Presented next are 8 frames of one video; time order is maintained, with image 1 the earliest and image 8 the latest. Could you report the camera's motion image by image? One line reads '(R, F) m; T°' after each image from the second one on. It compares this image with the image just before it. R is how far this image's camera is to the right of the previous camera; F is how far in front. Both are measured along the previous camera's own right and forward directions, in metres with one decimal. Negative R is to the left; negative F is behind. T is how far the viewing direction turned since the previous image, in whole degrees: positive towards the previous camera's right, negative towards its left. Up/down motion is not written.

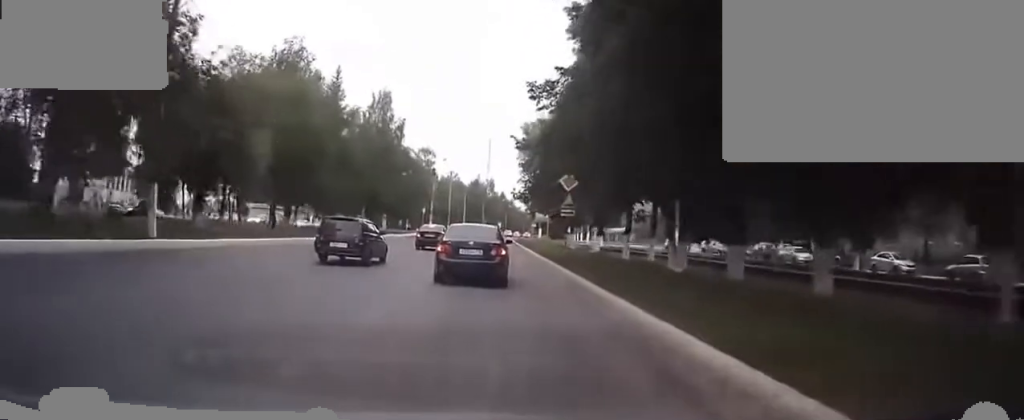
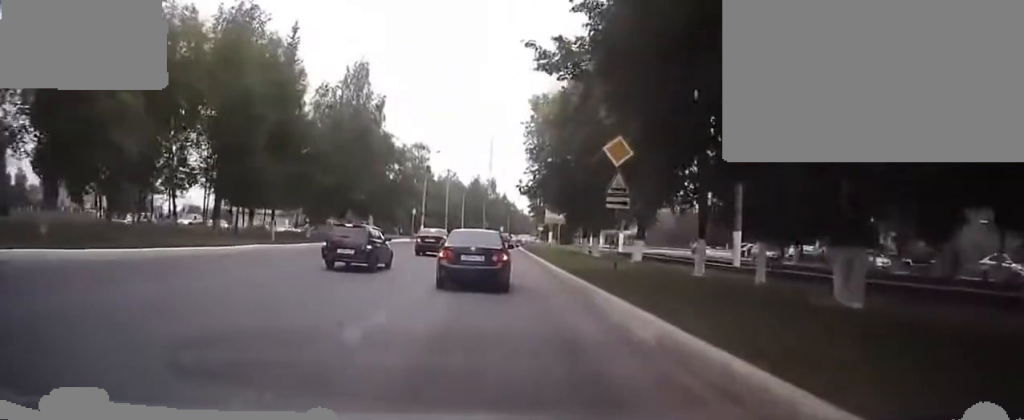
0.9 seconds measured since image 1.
(0.0, +12.1) m; 0°
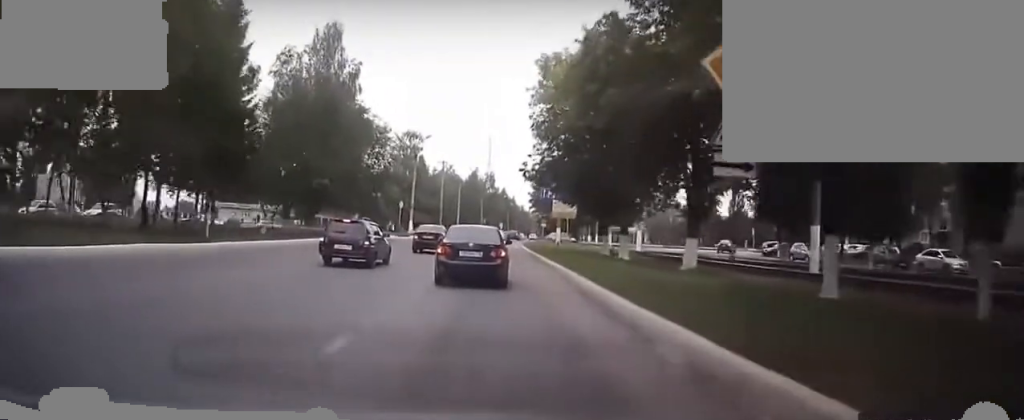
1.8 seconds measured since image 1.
(0.0, +9.9) m; 0°
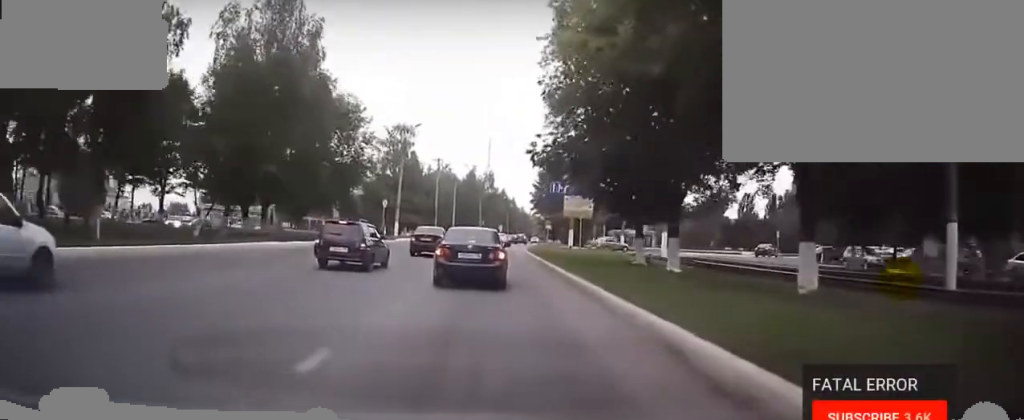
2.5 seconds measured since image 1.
(0.0, +8.7) m; 0°
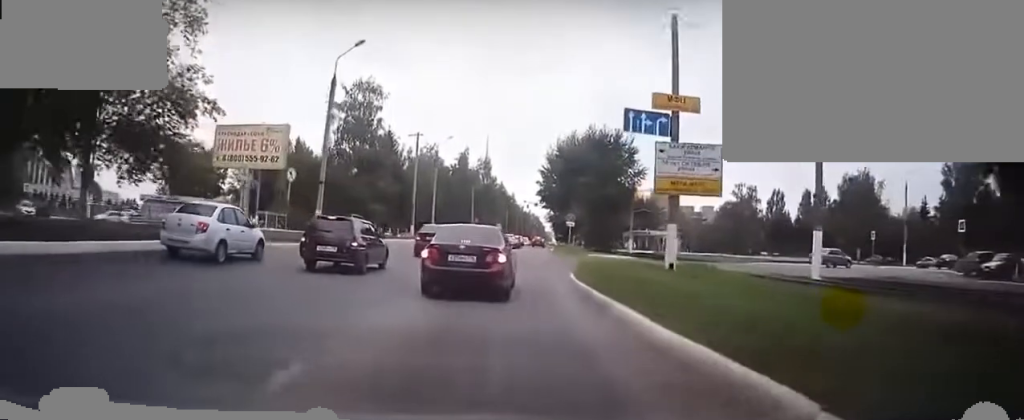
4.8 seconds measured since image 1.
(0.0, +23.9) m; 0°
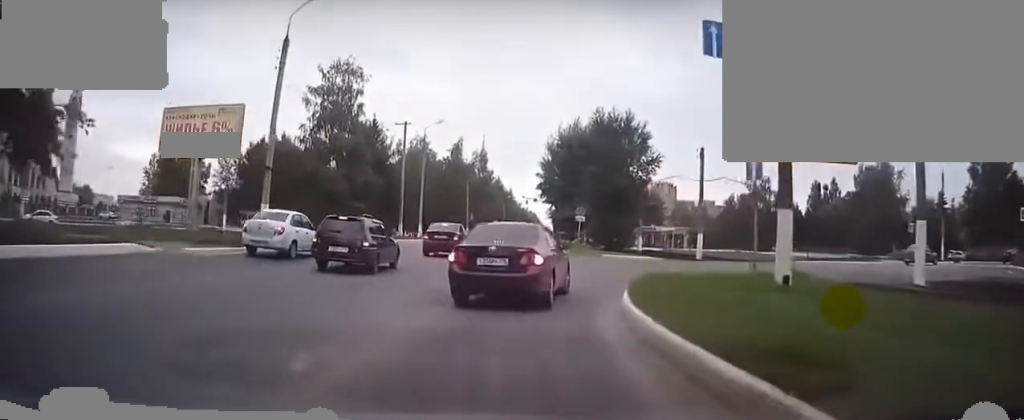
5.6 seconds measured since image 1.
(0.0, +7.3) m; +1°
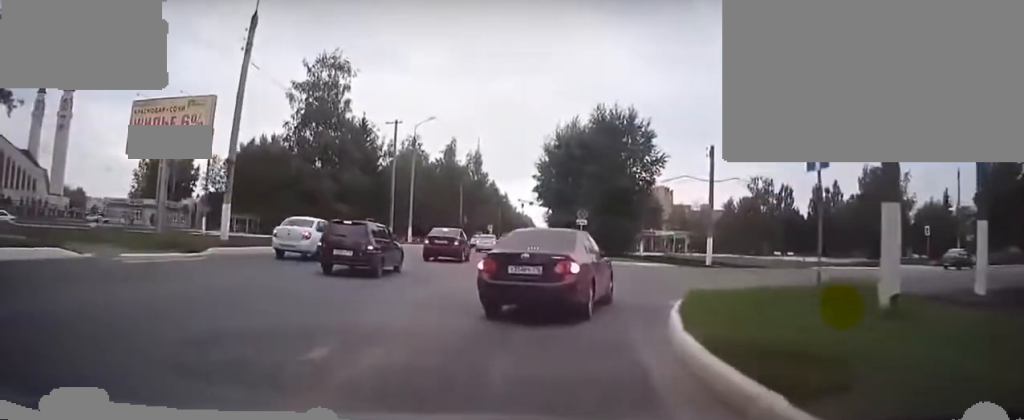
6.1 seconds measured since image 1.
(0.0, +3.6) m; +1°
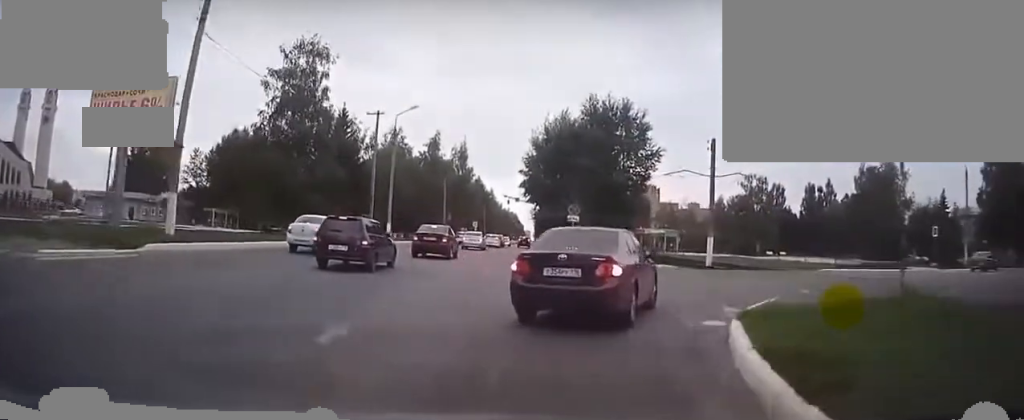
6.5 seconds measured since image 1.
(0.0, +3.2) m; +2°
